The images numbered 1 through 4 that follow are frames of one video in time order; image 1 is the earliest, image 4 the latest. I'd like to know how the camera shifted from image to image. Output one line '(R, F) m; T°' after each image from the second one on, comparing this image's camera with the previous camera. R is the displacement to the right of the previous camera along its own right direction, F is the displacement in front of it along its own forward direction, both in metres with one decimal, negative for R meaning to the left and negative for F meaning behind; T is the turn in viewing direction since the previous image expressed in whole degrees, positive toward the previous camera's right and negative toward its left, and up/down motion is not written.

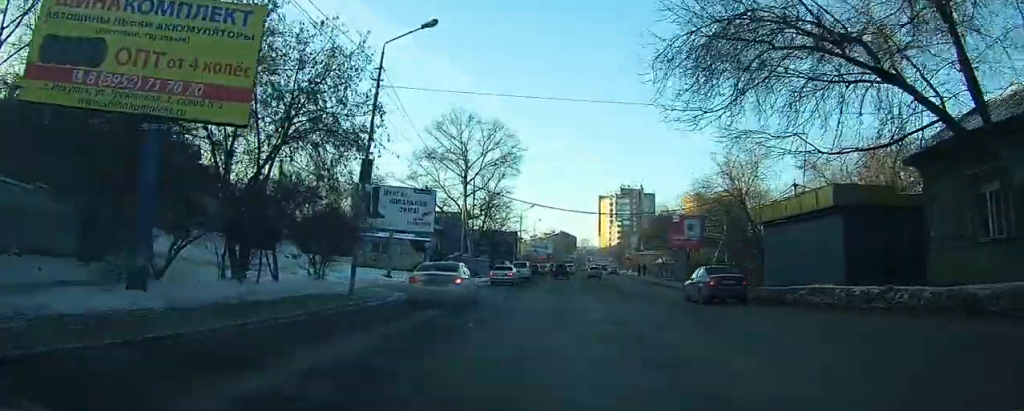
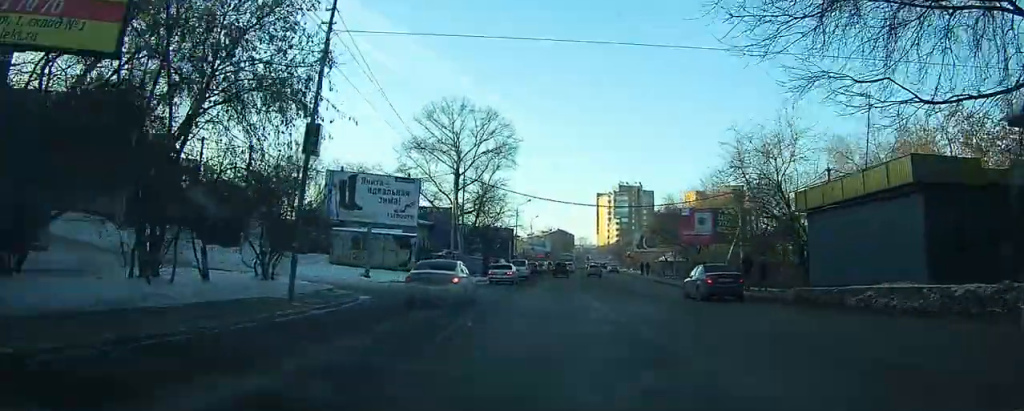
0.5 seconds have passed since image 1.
(+0.4, +5.9) m; -1°
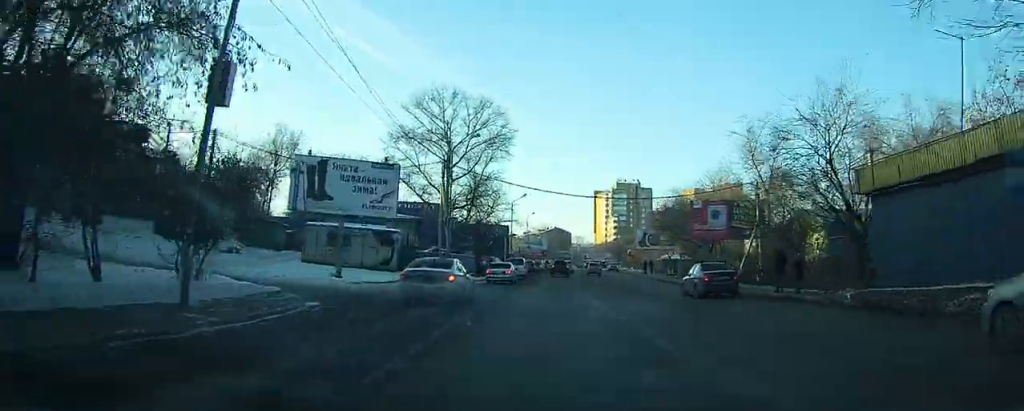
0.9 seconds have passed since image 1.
(+0.2, +5.7) m; -2°
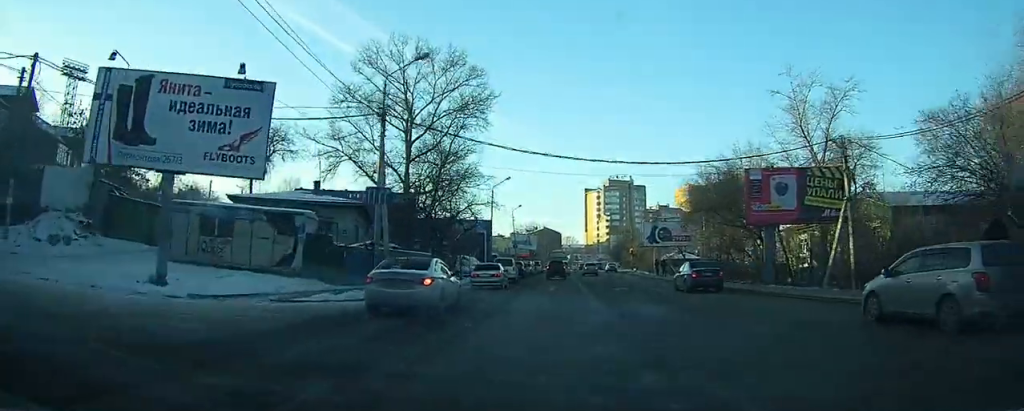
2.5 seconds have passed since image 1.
(-1.8, +16.7) m; -6°
